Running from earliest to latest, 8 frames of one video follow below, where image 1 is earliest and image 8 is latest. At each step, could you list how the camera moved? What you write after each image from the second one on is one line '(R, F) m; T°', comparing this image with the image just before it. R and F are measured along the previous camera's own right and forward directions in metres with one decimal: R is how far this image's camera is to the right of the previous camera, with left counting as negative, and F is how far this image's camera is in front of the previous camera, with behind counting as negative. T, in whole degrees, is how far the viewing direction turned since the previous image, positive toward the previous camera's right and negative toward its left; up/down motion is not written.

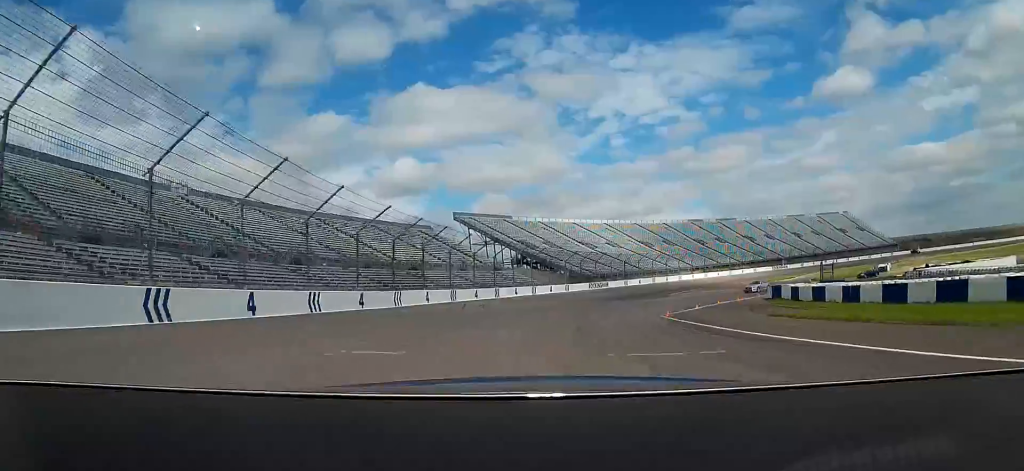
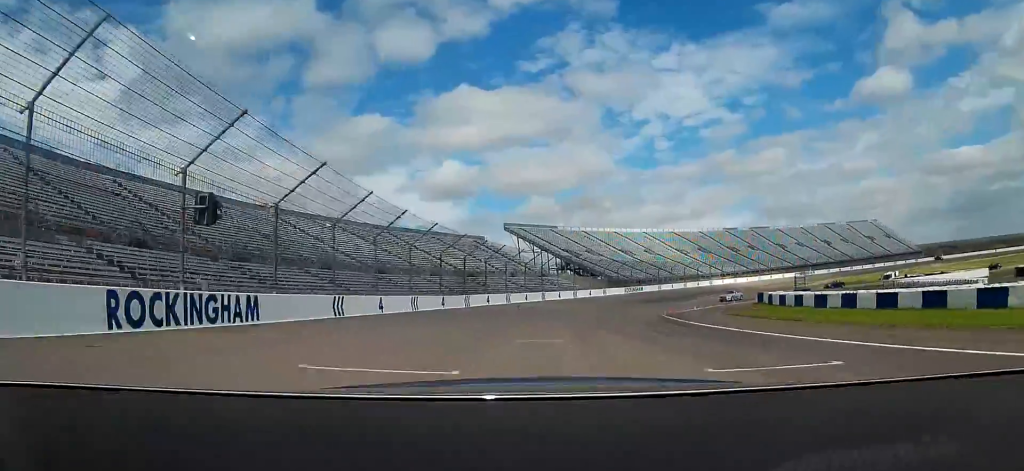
(-0.4, +12.6) m; -4°
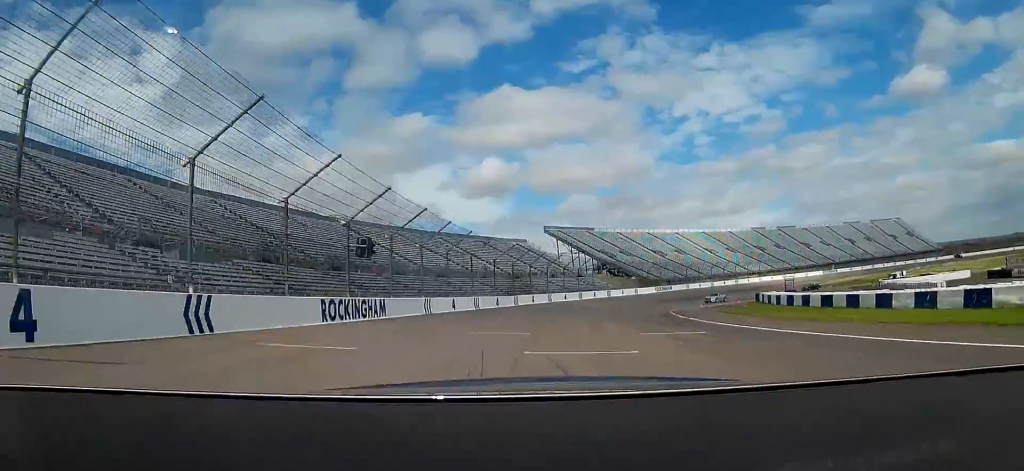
(-0.5, +12.0) m; -4°
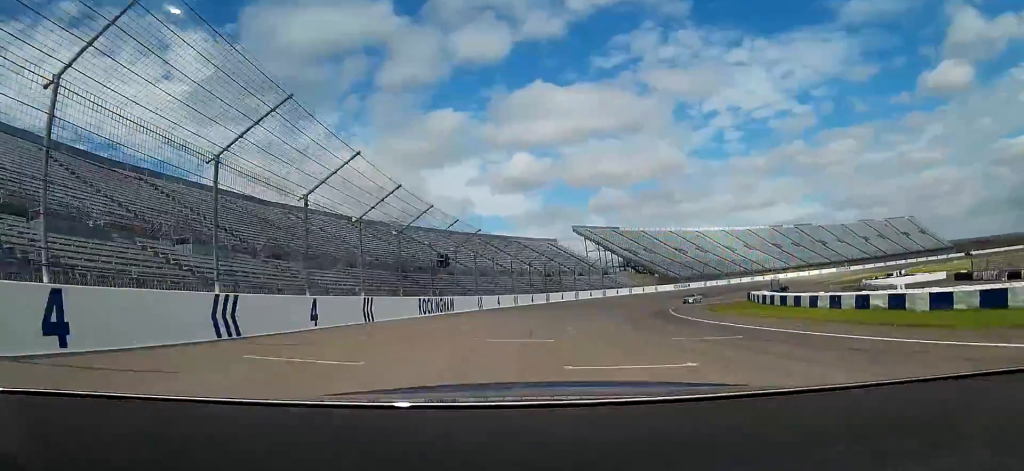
(-0.4, +13.7) m; -4°
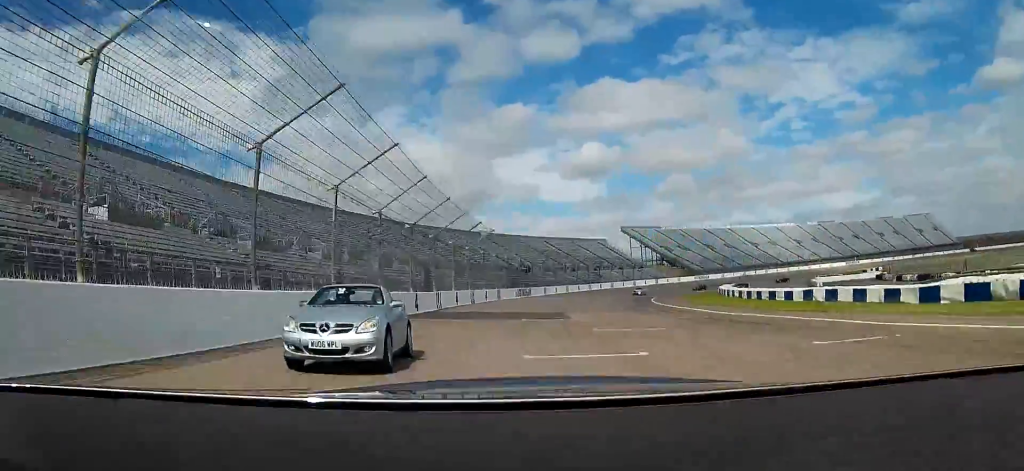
(-3.3, +41.9) m; -8°
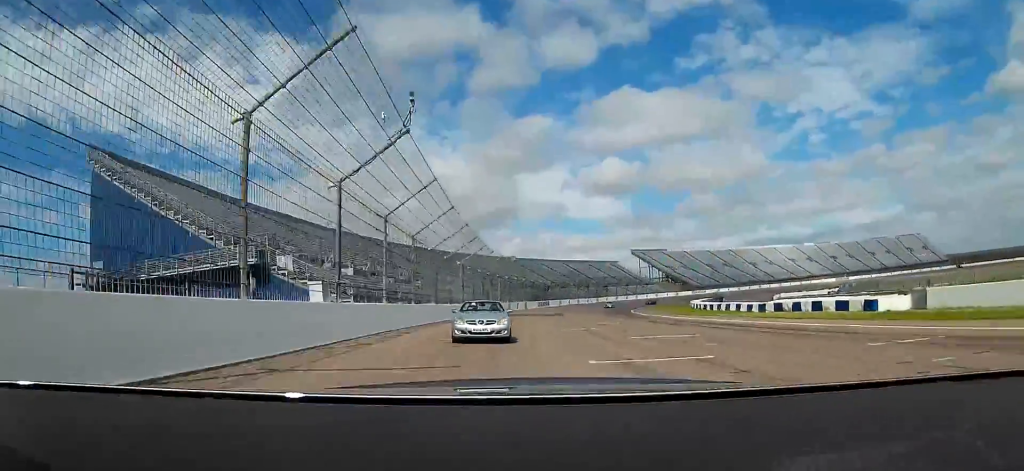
(-1.1, +33.6) m; -2°
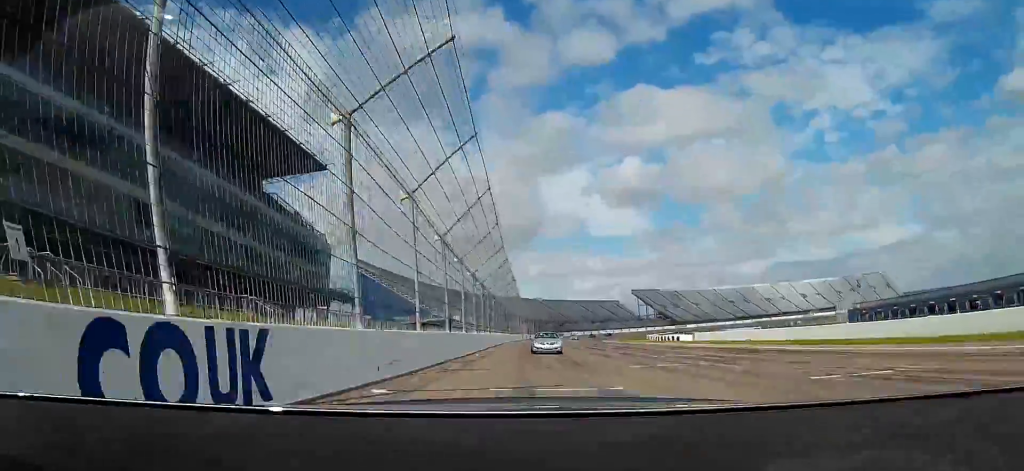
(-1.2, +75.7) m; -1°
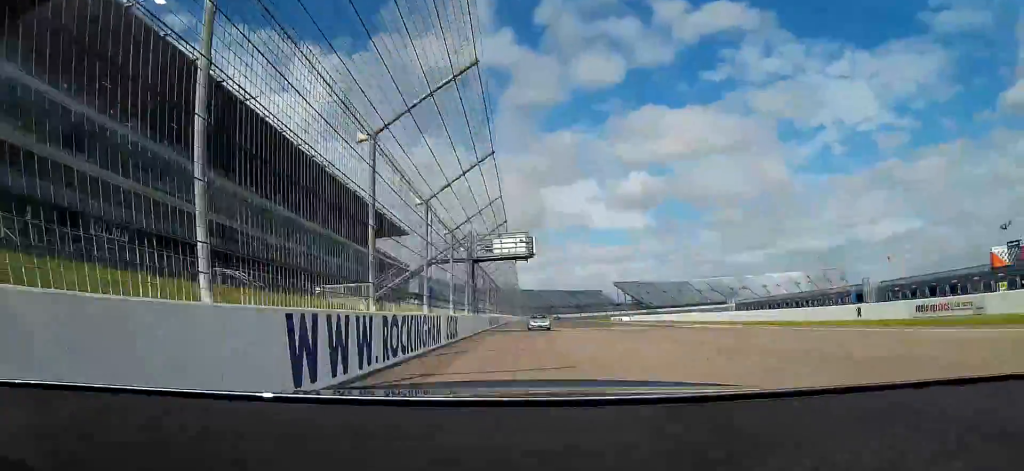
(-0.4, +67.0) m; -1°
